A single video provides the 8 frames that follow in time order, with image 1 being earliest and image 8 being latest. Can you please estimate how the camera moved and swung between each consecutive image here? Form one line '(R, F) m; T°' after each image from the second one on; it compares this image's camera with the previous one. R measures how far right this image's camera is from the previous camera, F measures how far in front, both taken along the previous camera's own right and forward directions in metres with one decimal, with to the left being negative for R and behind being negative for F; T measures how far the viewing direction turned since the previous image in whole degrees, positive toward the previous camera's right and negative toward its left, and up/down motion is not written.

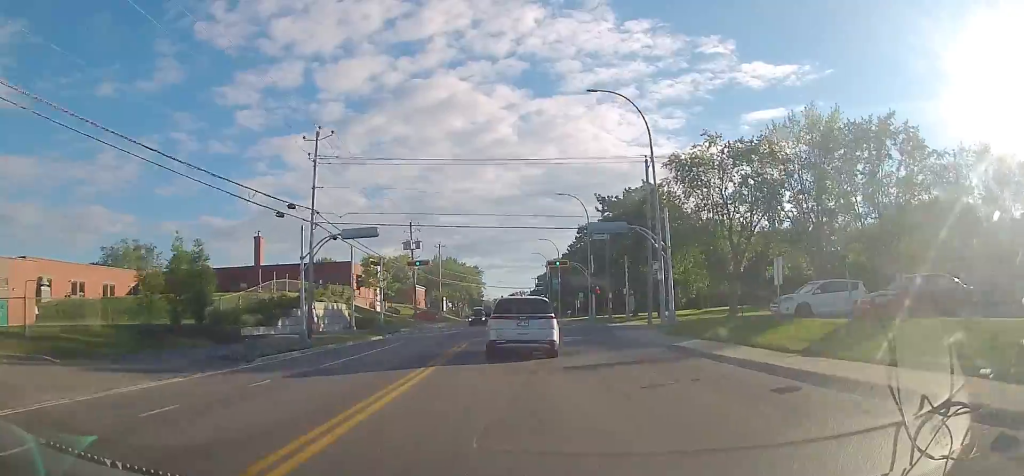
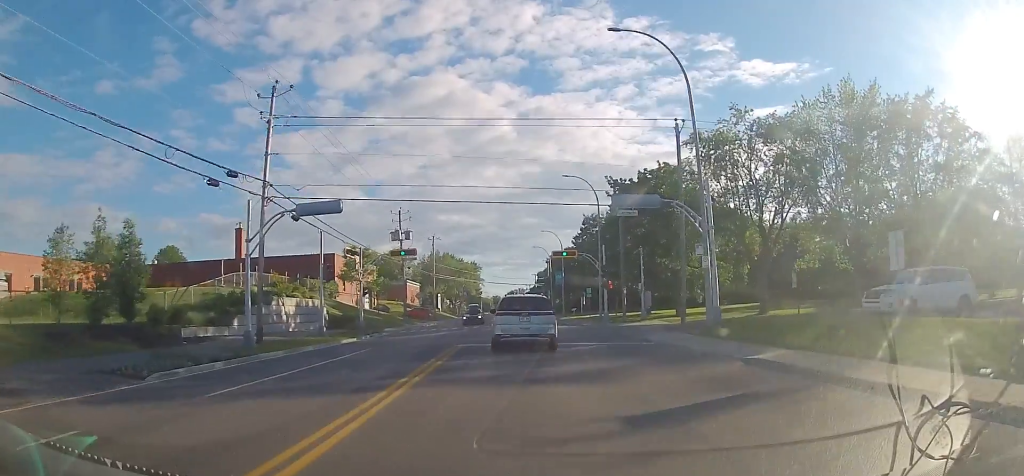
(-0.1, +6.2) m; +3°
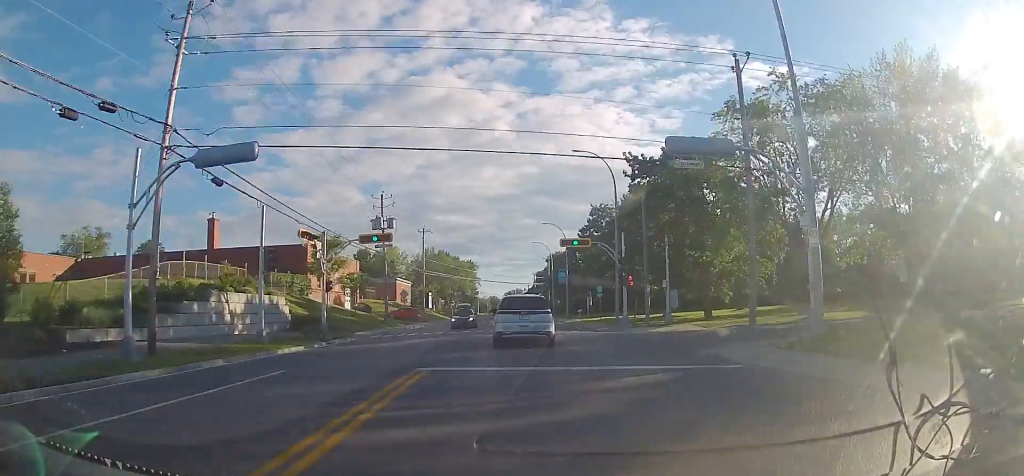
(+0.5, +7.8) m; 0°
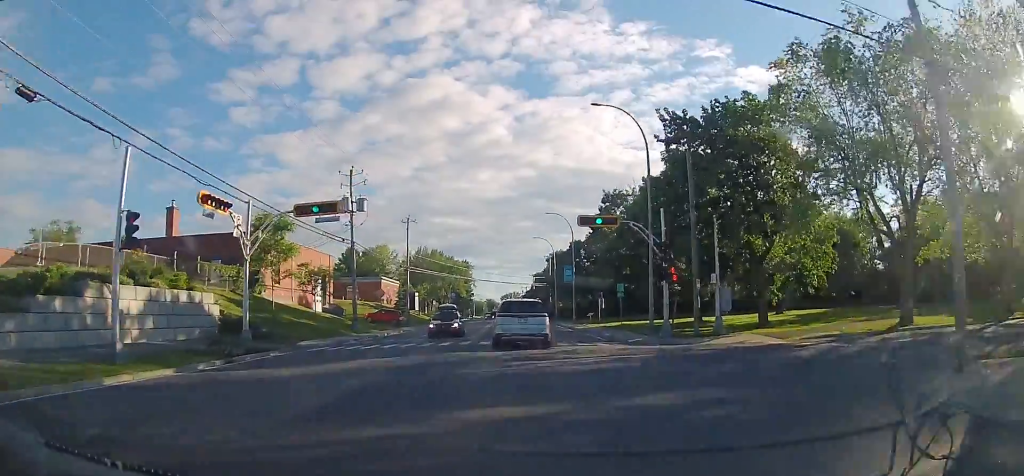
(-0.6, +10.0) m; -3°
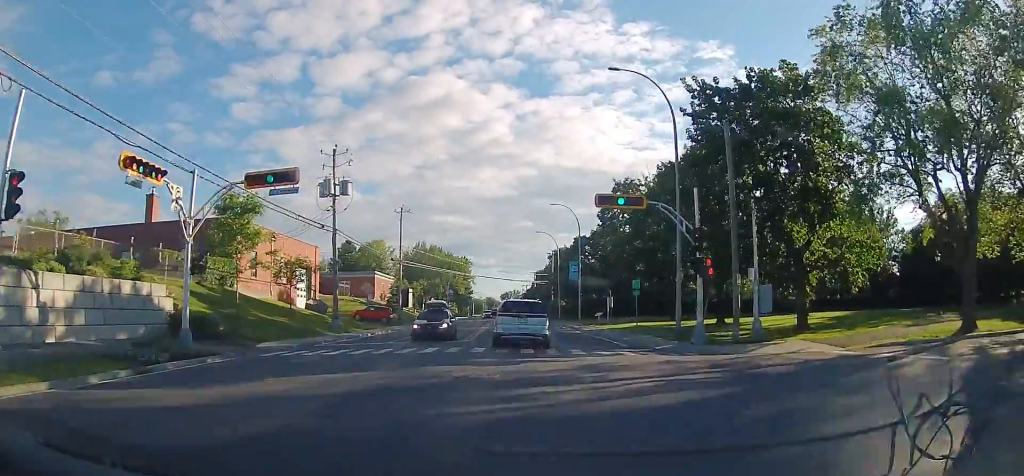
(0.0, +4.8) m; 0°
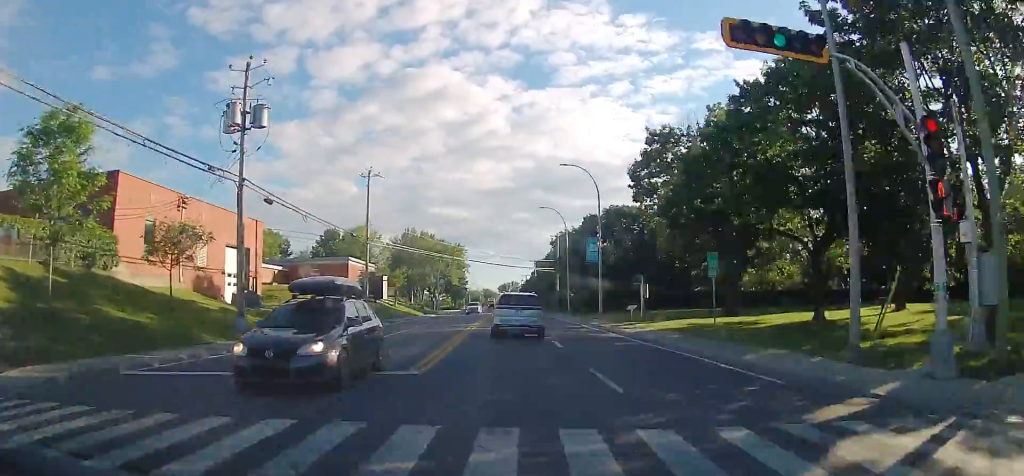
(0.0, +13.5) m; 0°
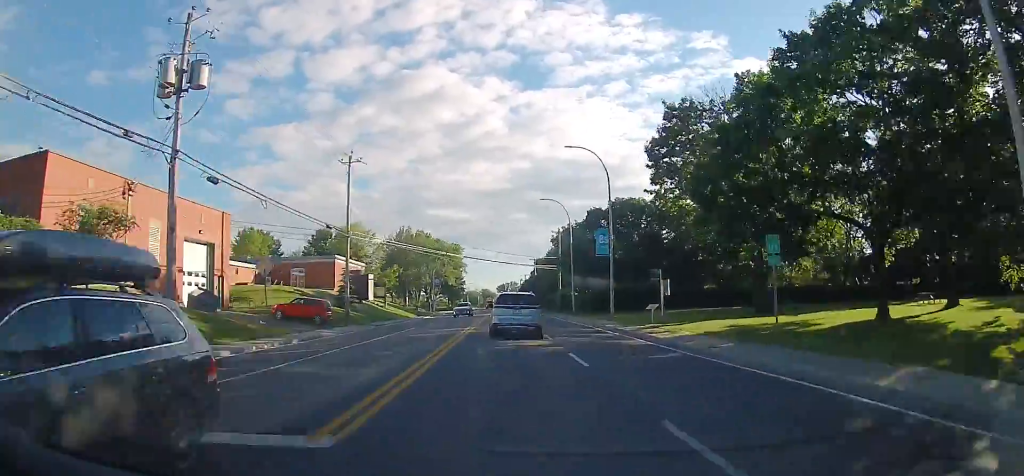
(0.0, +5.5) m; 0°
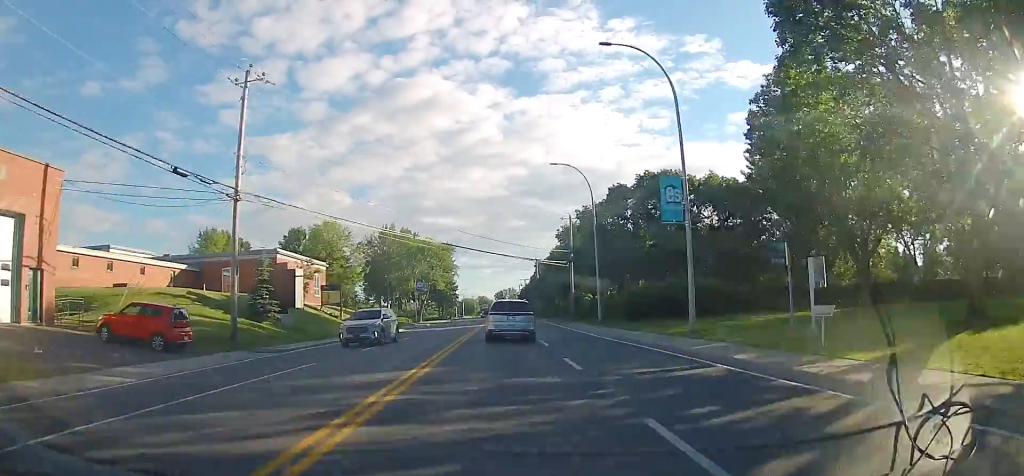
(+0.1, +17.5) m; 0°
